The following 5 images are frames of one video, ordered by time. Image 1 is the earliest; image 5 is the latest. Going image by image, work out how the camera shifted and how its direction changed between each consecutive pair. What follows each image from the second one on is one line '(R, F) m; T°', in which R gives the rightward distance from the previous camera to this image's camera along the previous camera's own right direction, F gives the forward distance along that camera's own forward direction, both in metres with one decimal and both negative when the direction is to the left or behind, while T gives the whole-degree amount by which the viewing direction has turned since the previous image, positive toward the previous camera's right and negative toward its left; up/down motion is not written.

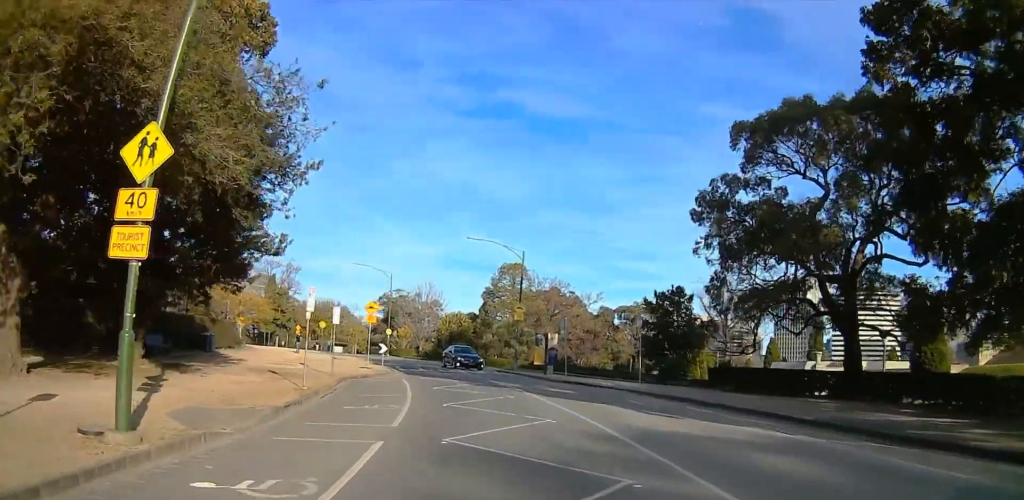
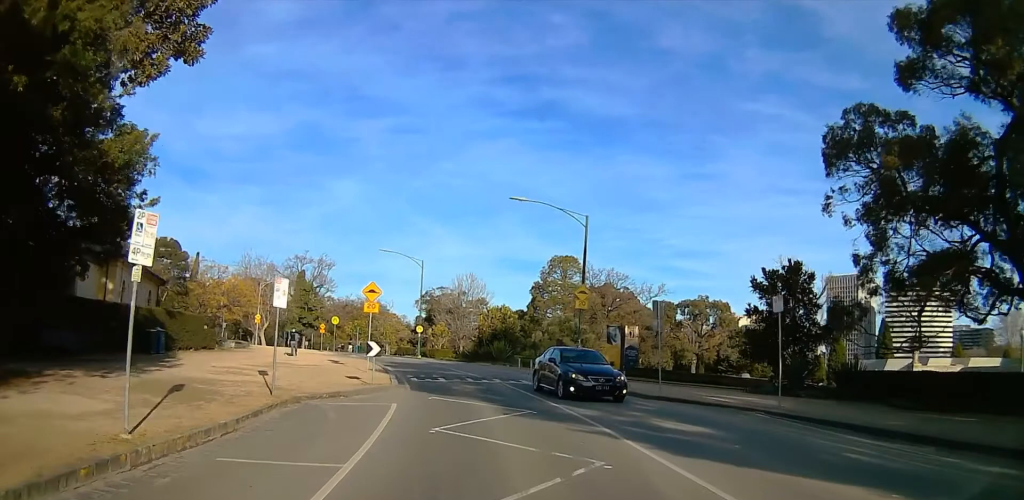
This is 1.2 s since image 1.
(0.0, +11.1) m; -10°
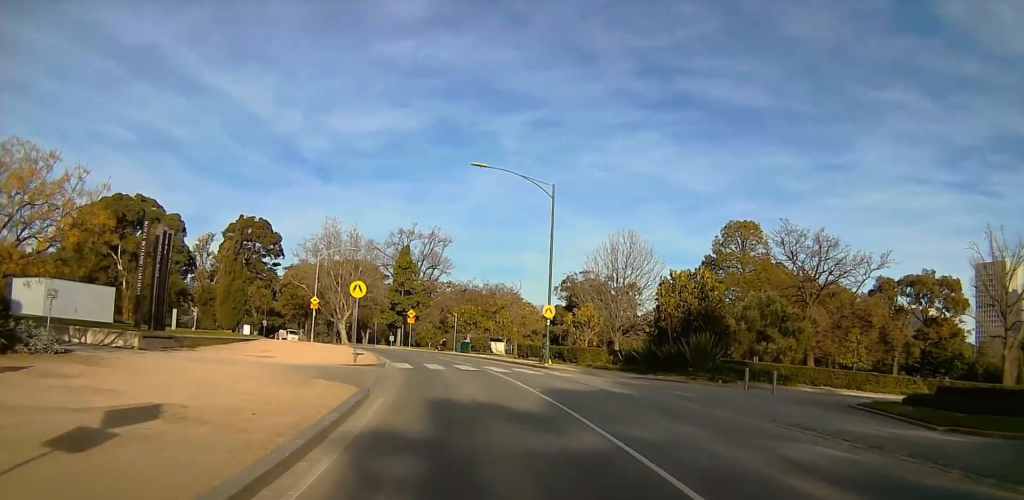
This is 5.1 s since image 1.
(-2.4, +28.3) m; -14°
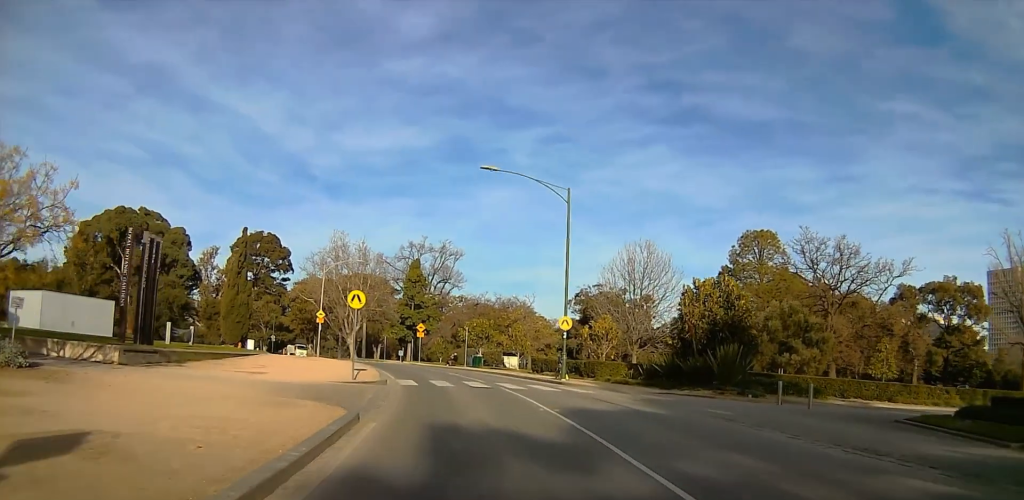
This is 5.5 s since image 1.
(+0.3, +2.3) m; +3°
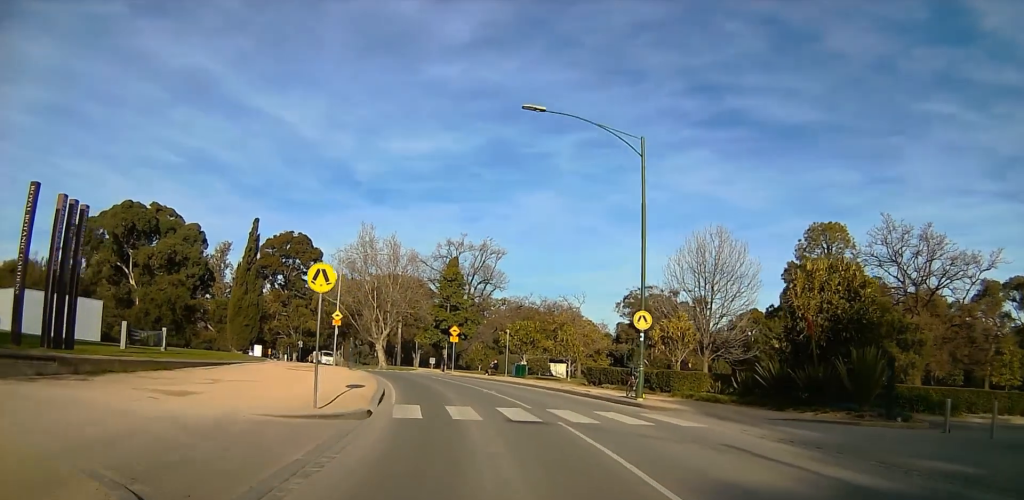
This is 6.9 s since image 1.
(+1.1, +8.3) m; +1°
